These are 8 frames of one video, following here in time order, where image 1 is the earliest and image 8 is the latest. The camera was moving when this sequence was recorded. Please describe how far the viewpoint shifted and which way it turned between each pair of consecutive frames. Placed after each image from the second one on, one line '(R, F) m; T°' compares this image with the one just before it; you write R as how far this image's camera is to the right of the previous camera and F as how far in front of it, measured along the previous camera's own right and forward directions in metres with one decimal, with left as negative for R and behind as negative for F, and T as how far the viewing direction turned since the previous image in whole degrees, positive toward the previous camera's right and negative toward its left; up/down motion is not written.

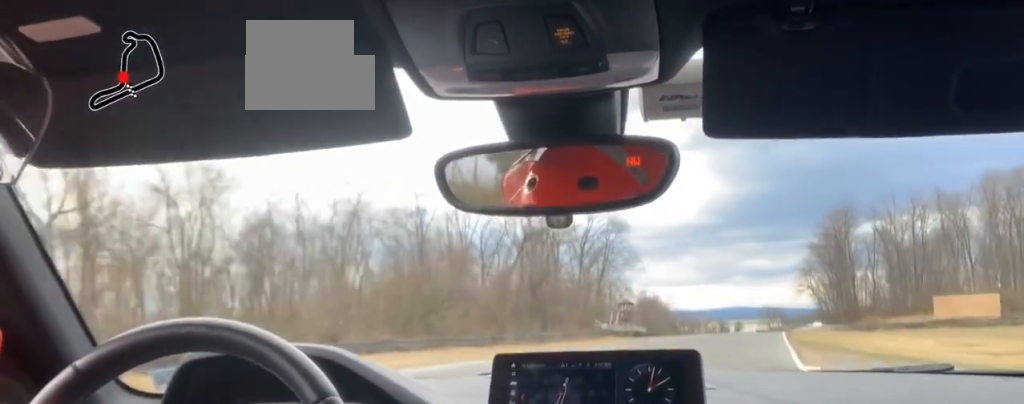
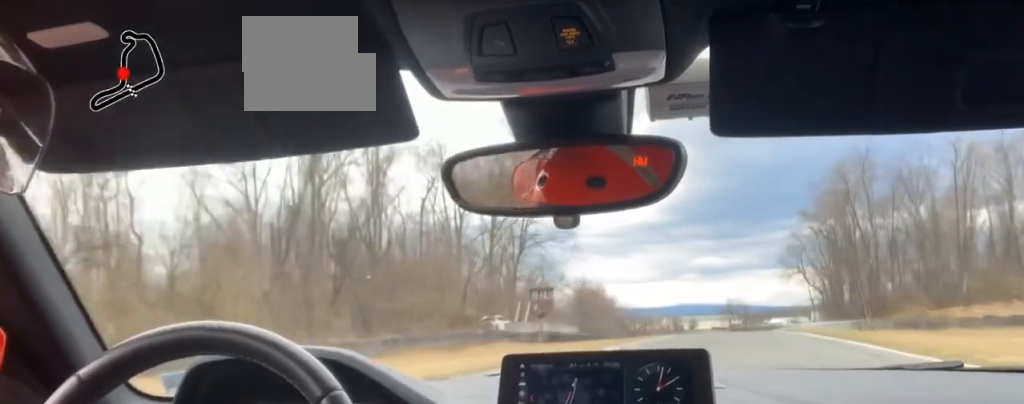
(+1.3, +47.8) m; +3°
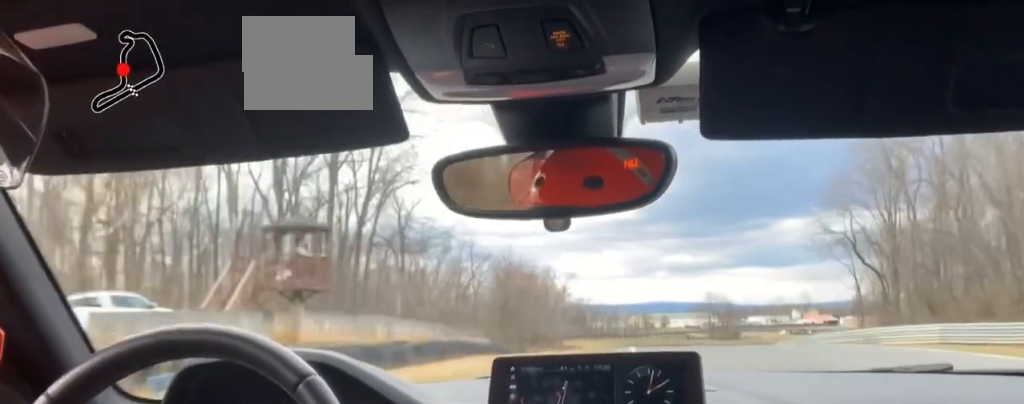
(+0.8, +51.6) m; +6°
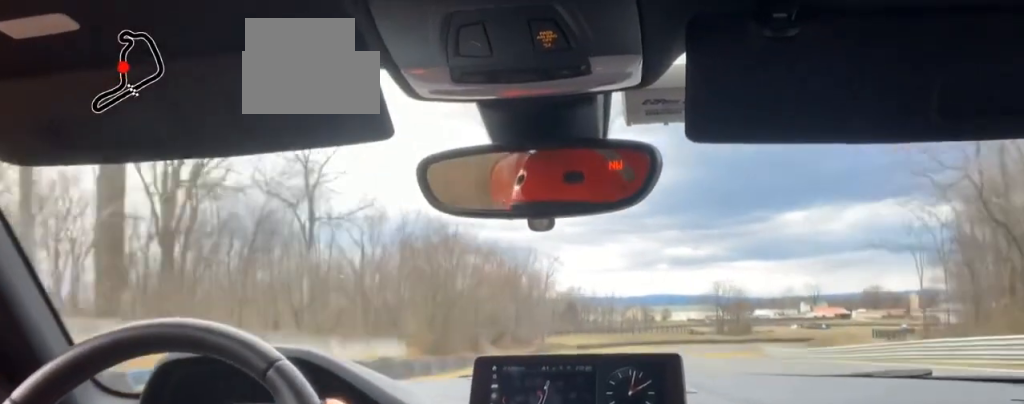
(+2.4, +31.3) m; -2°
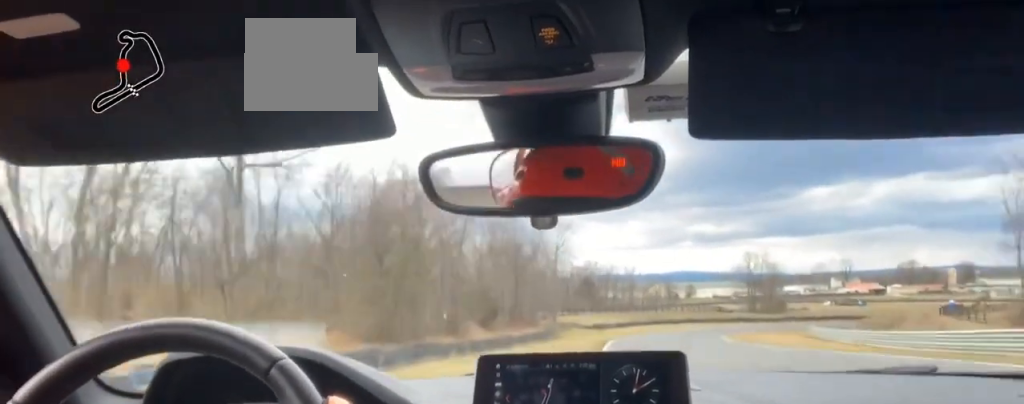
(-0.1, +20.0) m; 0°
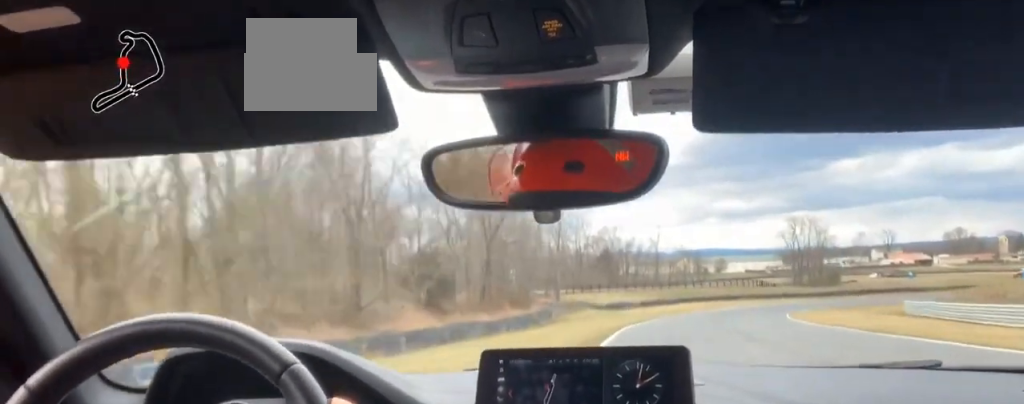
(-4.8, +31.7) m; +2°
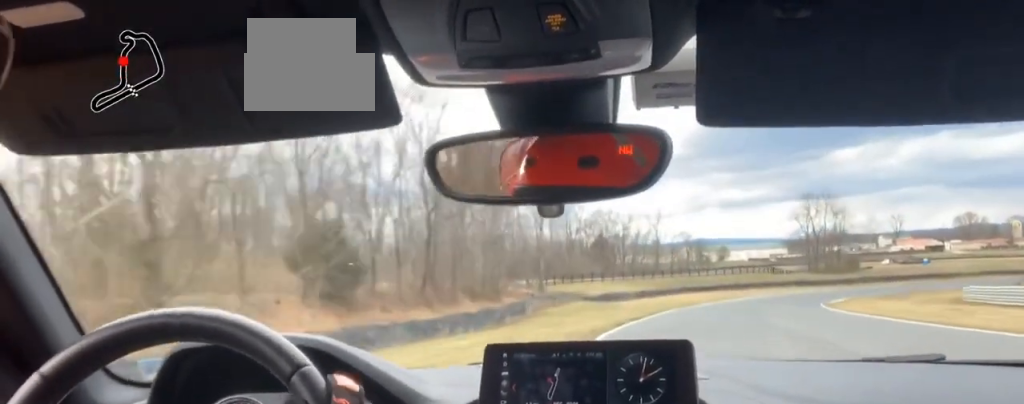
(+3.6, +18.3) m; +6°
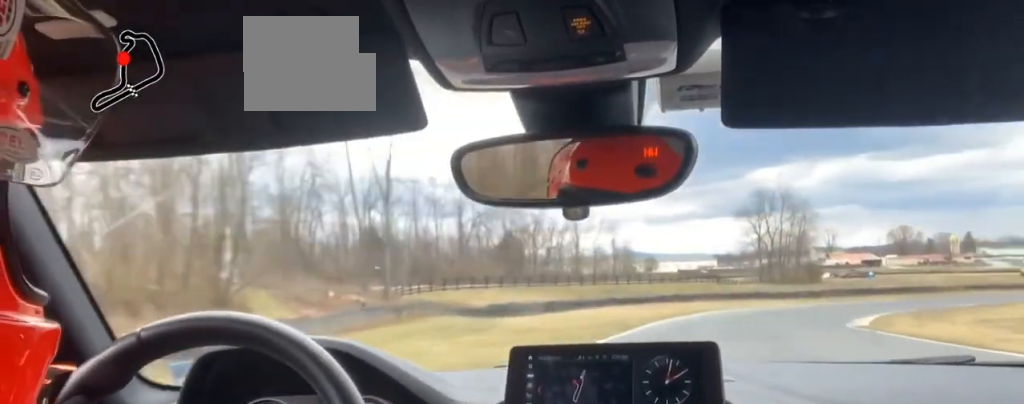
(+4.7, +39.2) m; +8°
